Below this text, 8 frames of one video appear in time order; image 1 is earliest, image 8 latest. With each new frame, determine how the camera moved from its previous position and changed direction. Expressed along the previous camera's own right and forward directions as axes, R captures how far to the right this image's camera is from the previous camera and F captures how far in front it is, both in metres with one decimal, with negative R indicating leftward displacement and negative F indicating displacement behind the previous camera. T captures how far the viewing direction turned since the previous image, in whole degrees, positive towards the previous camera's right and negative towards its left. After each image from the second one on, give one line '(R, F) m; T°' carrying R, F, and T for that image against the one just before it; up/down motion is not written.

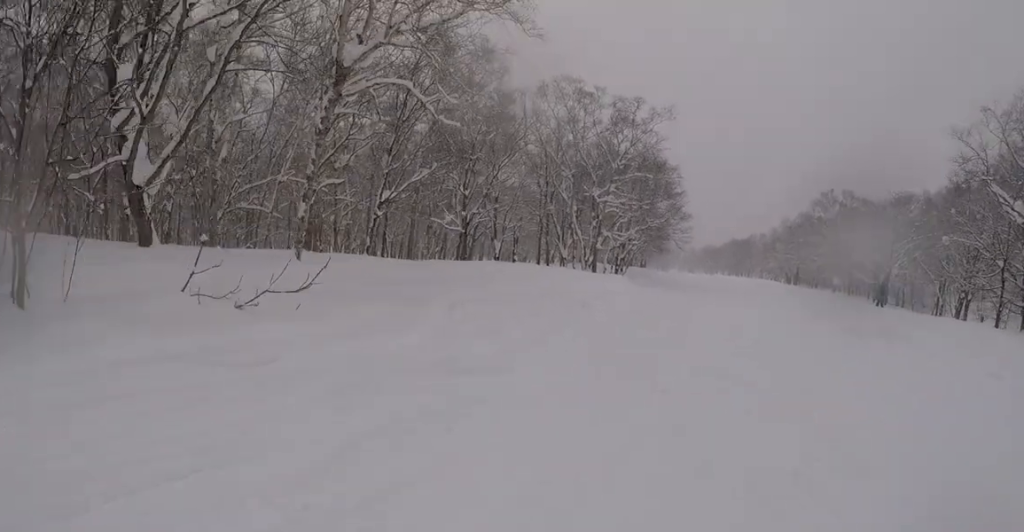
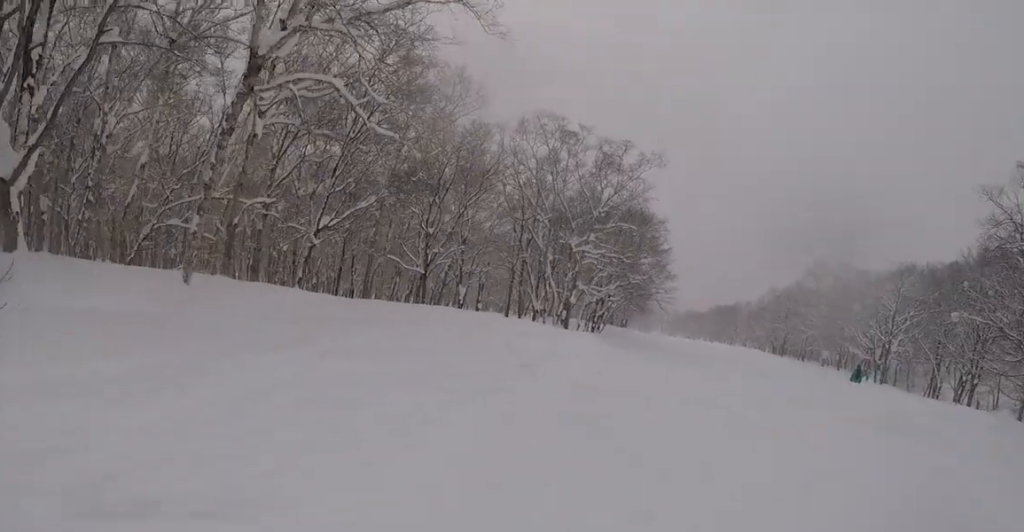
(0.0, +4.7) m; +1°
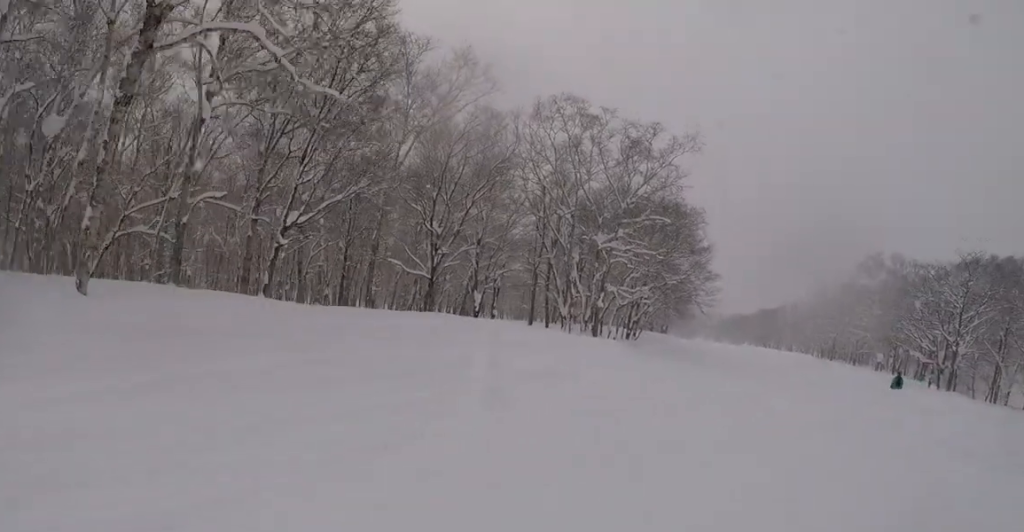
(+0.3, +4.9) m; +3°
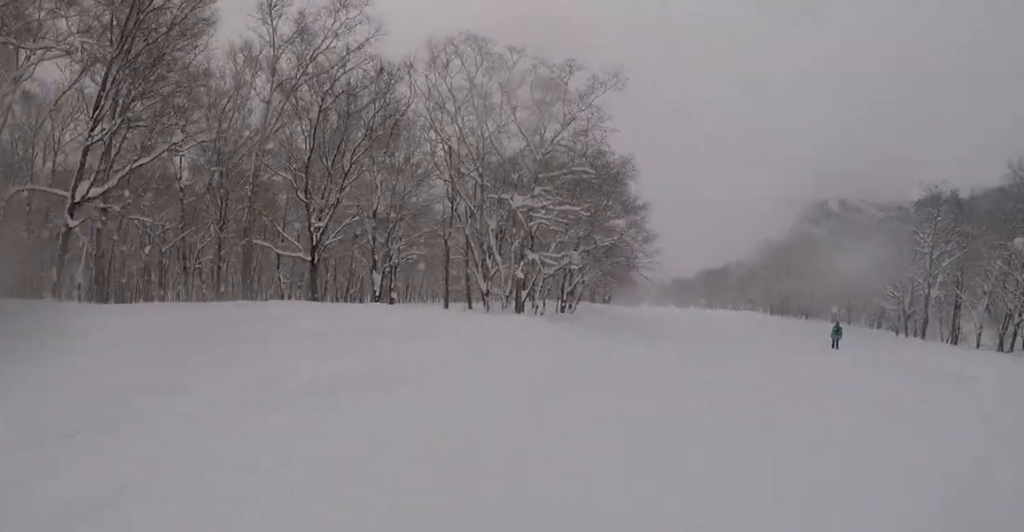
(+0.1, +6.8) m; +1°
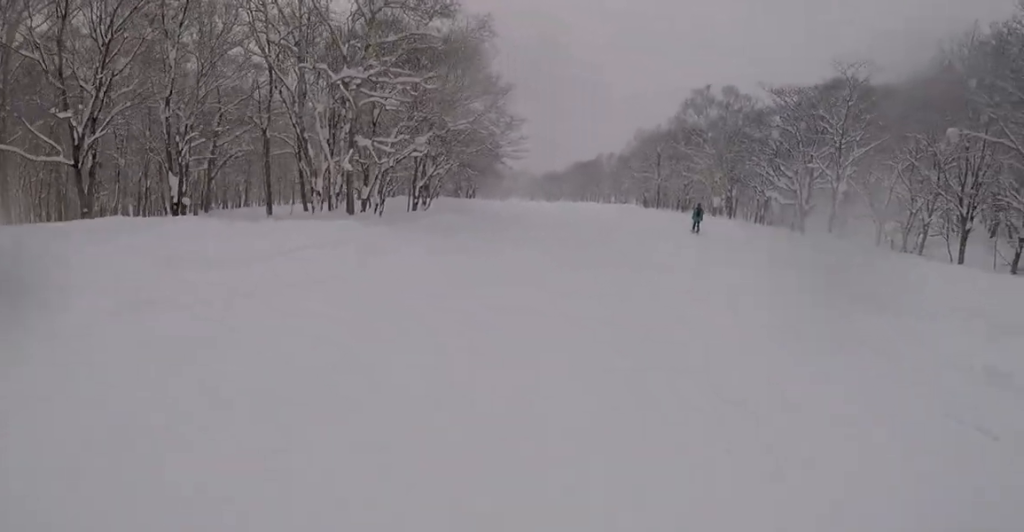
(0.0, +6.8) m; +4°
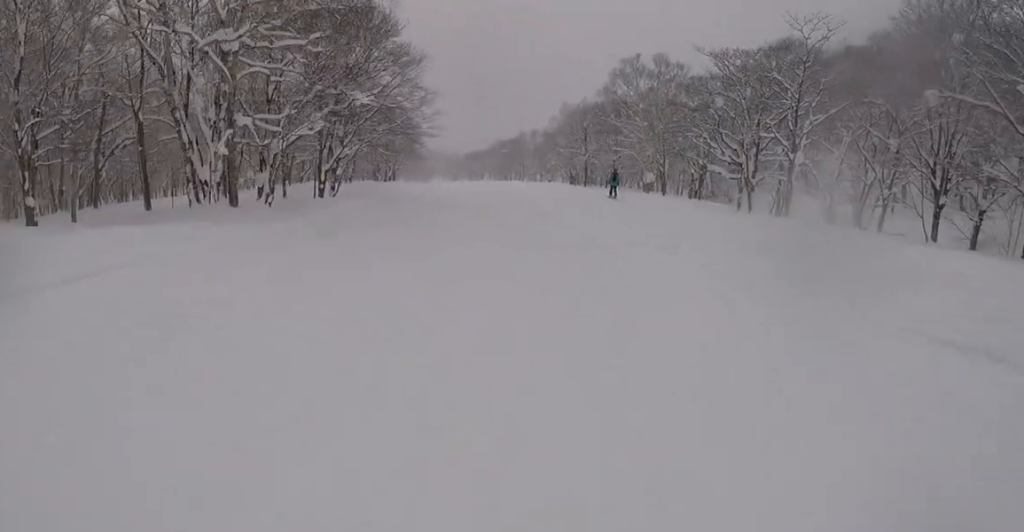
(-0.3, +4.5) m; +7°
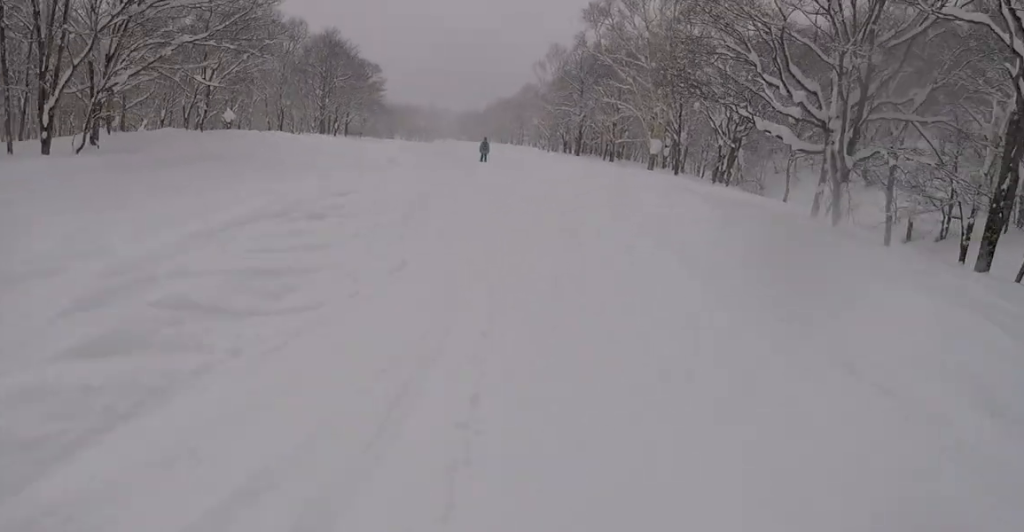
(+2.2, +21.8) m; -1°
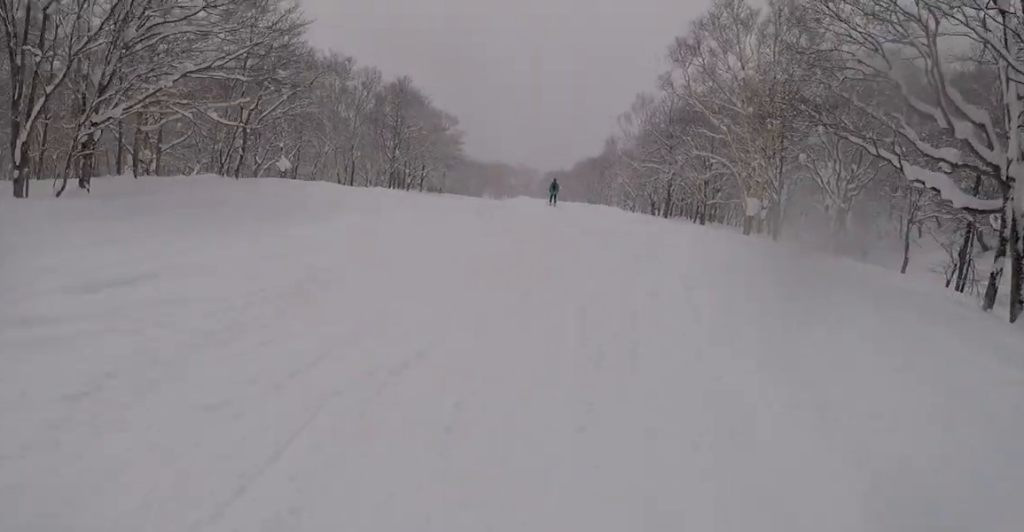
(0.0, +5.9) m; -5°
